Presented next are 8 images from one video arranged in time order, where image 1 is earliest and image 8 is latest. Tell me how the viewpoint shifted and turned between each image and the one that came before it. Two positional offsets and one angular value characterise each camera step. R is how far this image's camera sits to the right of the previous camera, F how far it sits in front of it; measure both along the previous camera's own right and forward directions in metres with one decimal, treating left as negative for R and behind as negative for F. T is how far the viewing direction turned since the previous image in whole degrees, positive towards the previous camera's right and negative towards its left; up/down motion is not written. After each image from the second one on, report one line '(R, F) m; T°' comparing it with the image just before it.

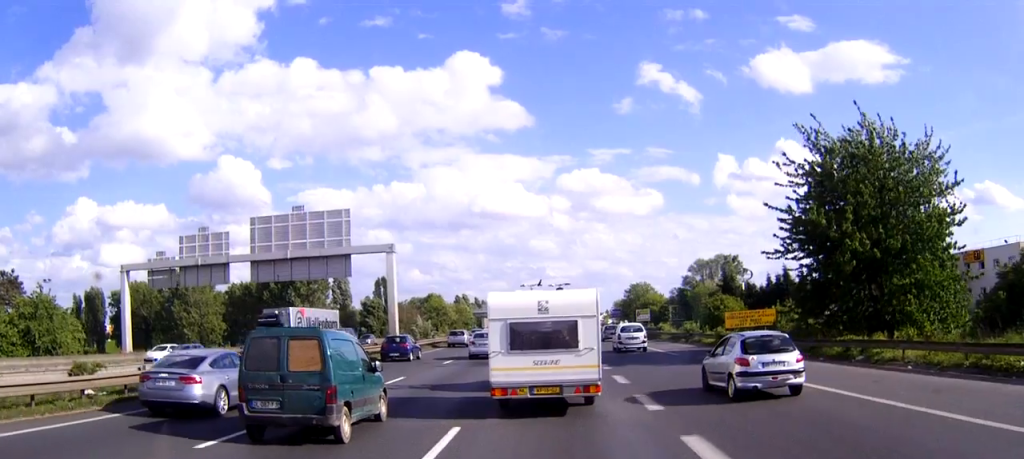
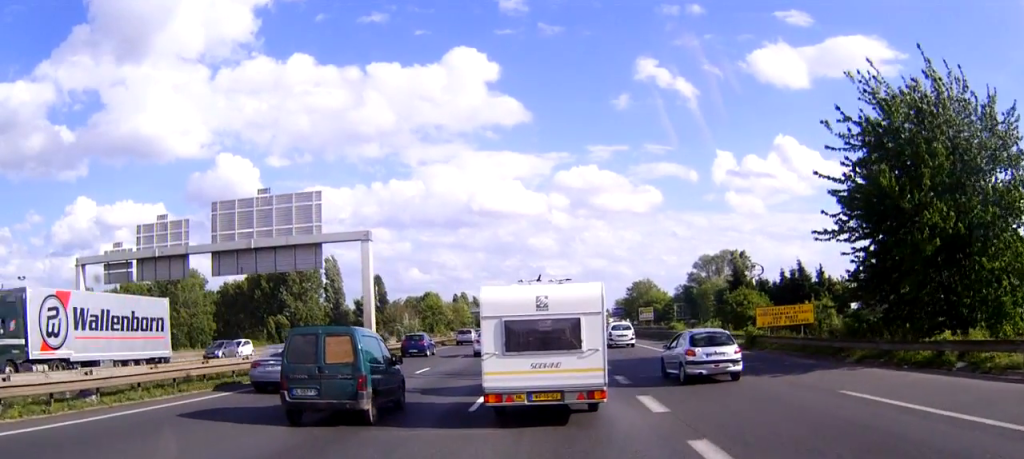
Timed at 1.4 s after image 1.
(+0.1, +7.0) m; +1°
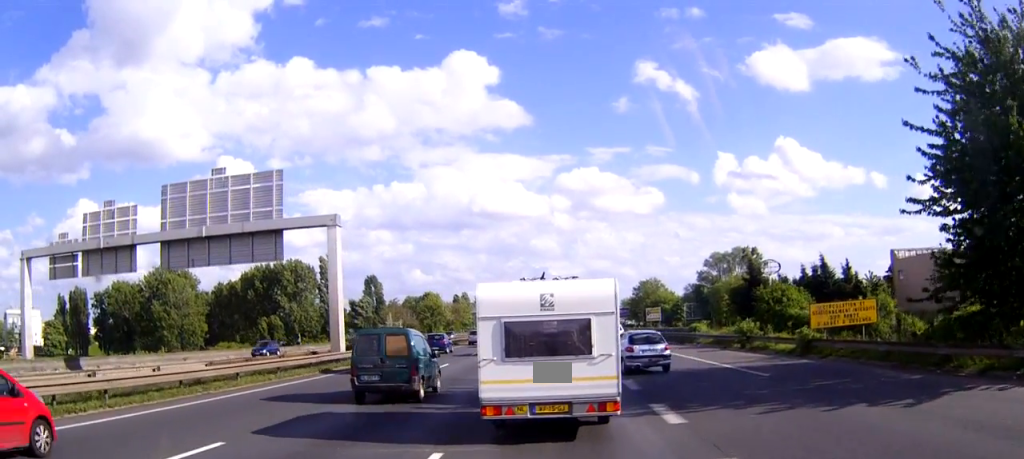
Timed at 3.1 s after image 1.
(-0.1, +8.0) m; 0°
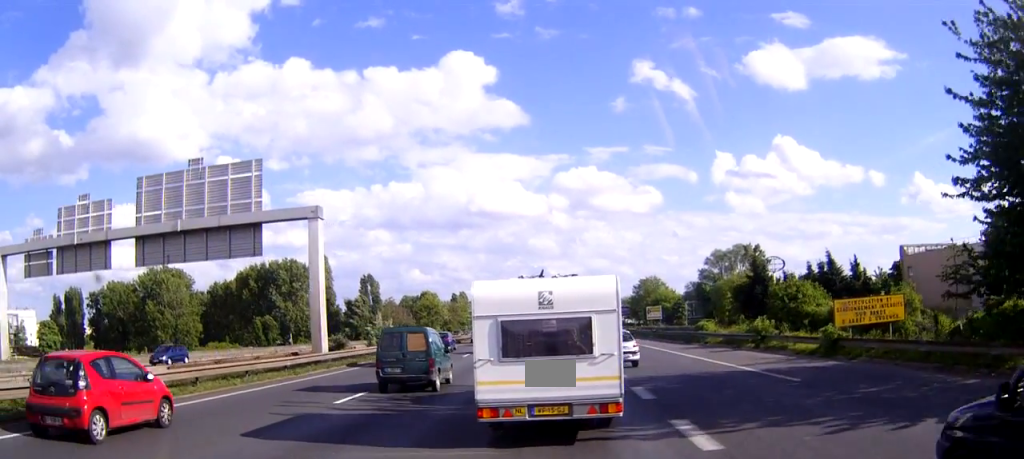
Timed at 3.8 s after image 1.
(0.0, +3.0) m; +1°
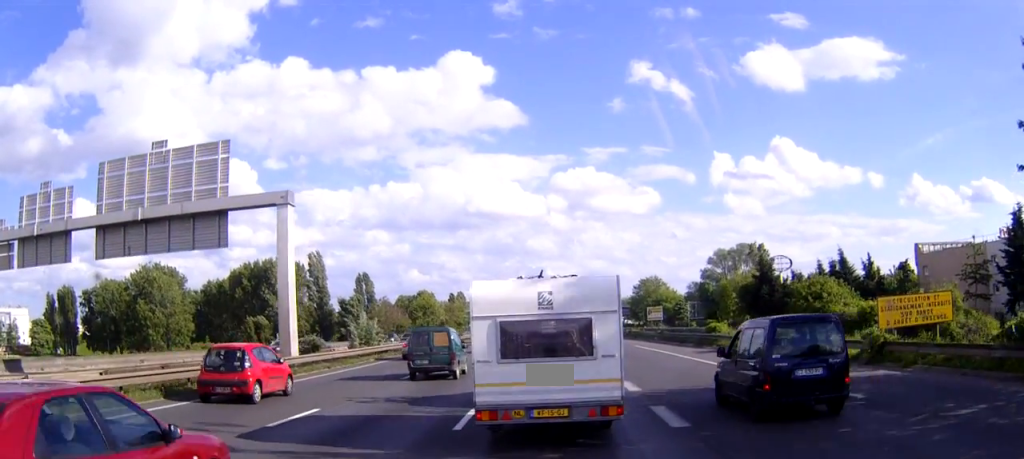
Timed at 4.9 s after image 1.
(+0.1, +4.4) m; 0°
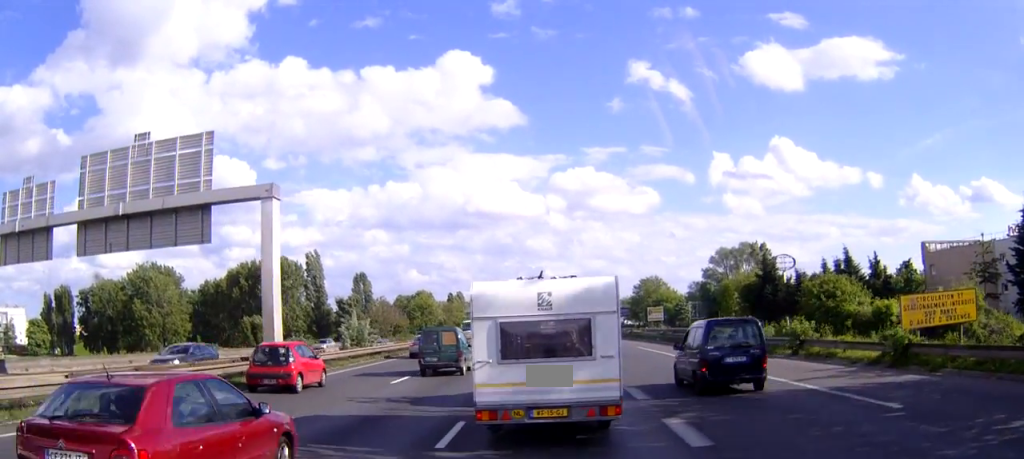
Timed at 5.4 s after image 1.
(0.0, +1.9) m; 0°
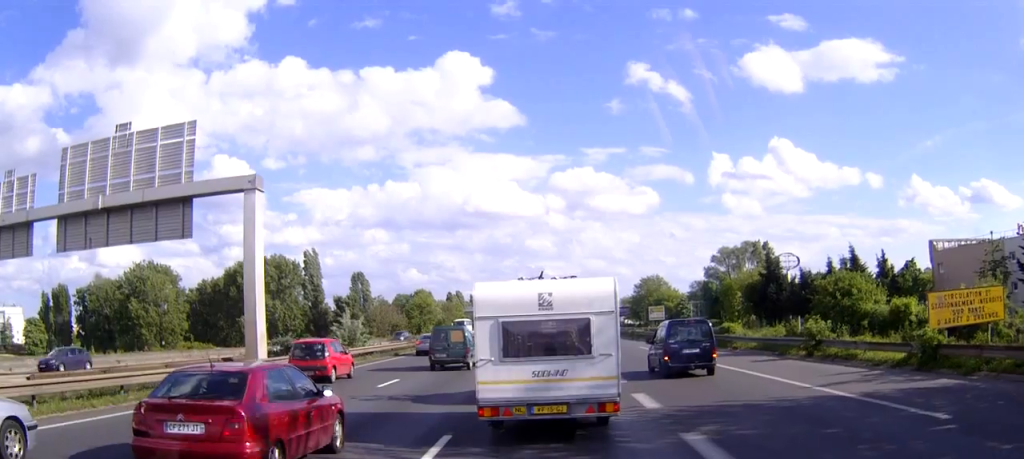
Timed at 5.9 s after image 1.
(0.0, +2.0) m; 0°
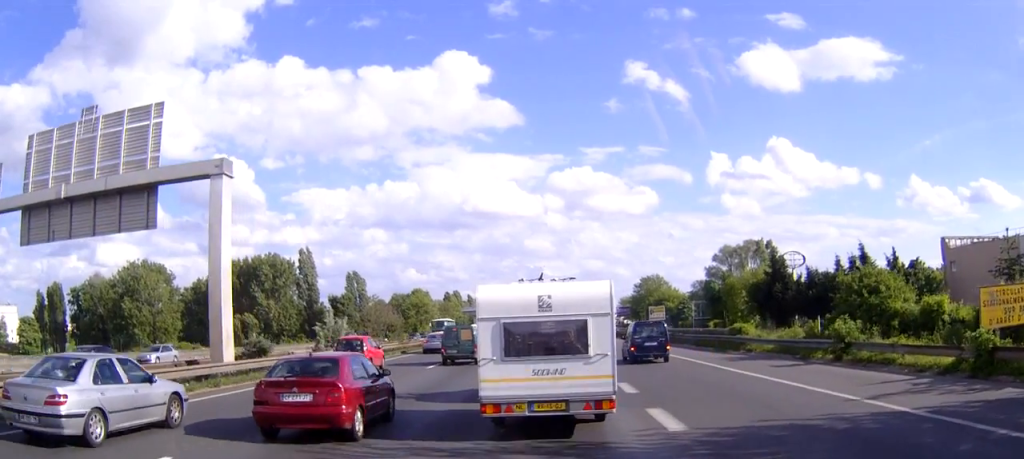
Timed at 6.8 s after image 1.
(0.0, +3.3) m; 0°
